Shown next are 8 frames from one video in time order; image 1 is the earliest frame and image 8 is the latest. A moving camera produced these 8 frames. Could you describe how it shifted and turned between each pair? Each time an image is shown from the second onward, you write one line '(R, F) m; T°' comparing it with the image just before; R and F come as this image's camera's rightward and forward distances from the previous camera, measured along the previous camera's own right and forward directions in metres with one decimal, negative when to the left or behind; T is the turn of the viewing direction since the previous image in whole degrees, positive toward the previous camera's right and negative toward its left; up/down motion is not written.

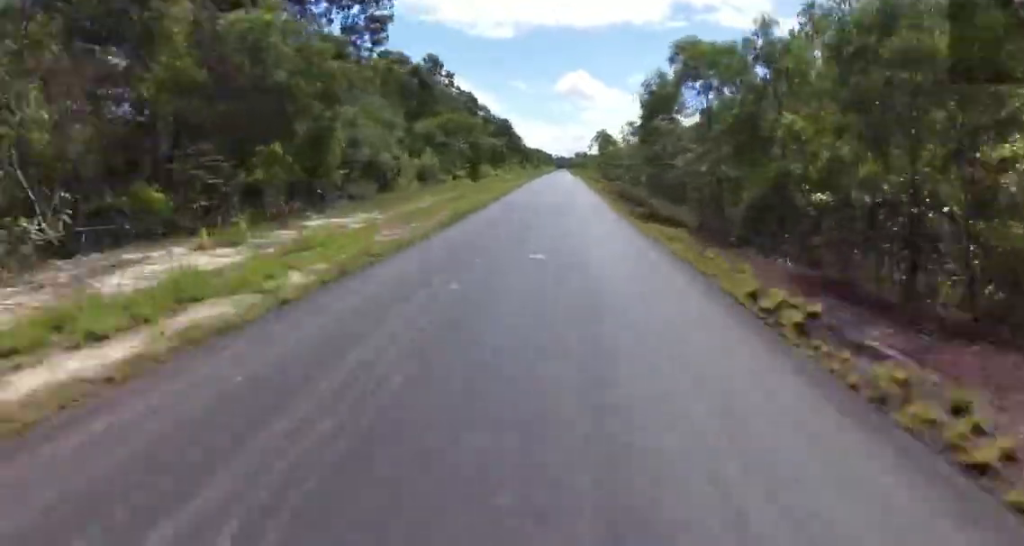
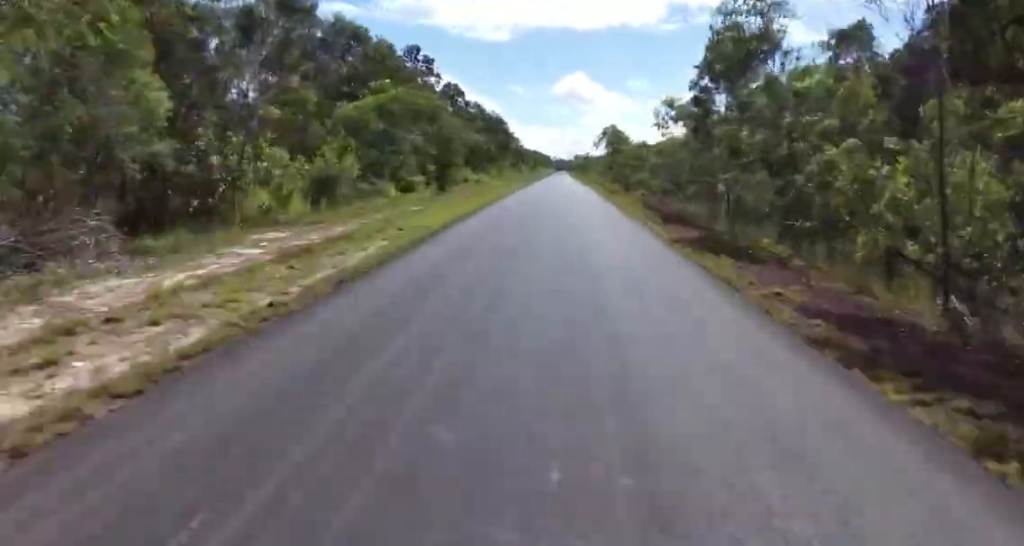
(0.0, +17.0) m; -1°
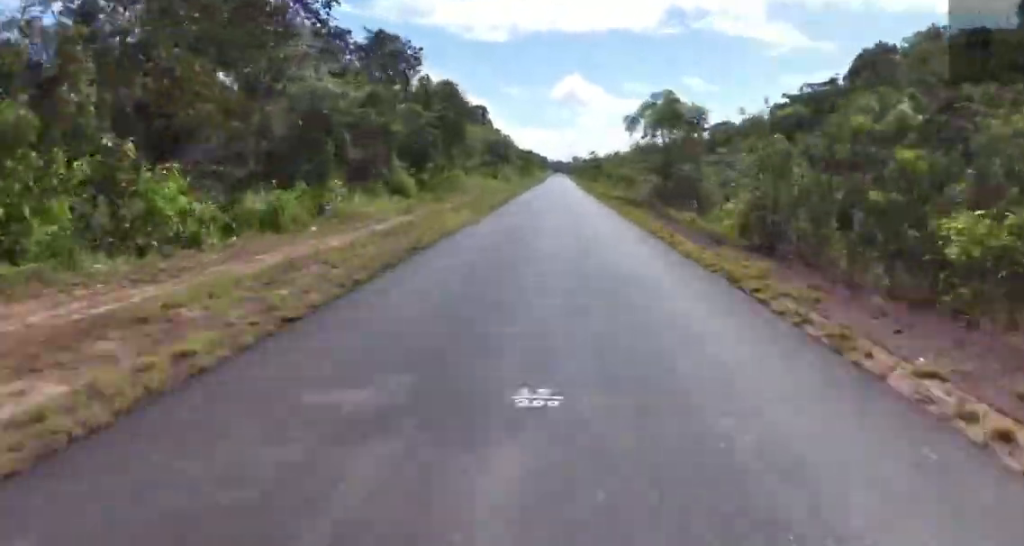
(-0.6, +42.3) m; -1°
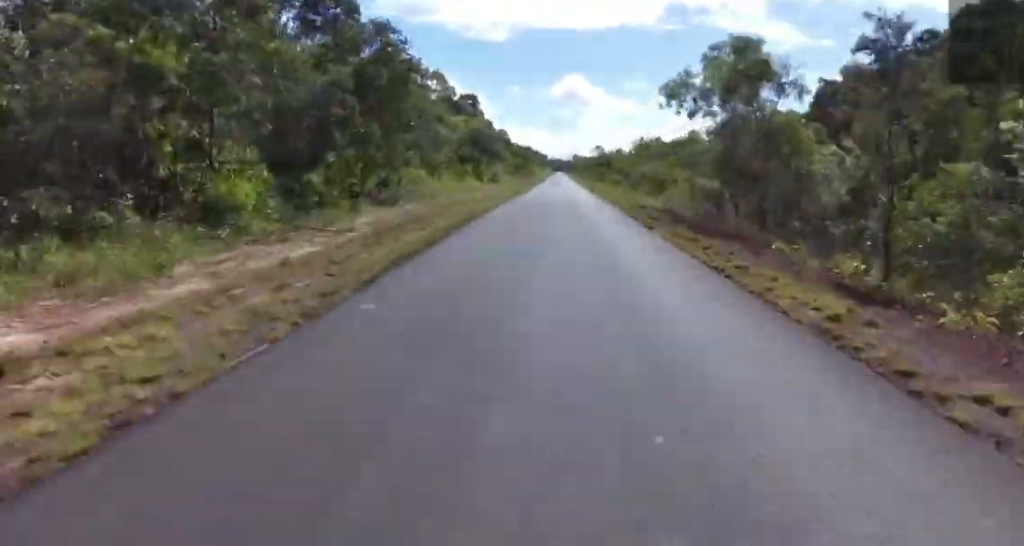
(+0.2, +16.6) m; -1°
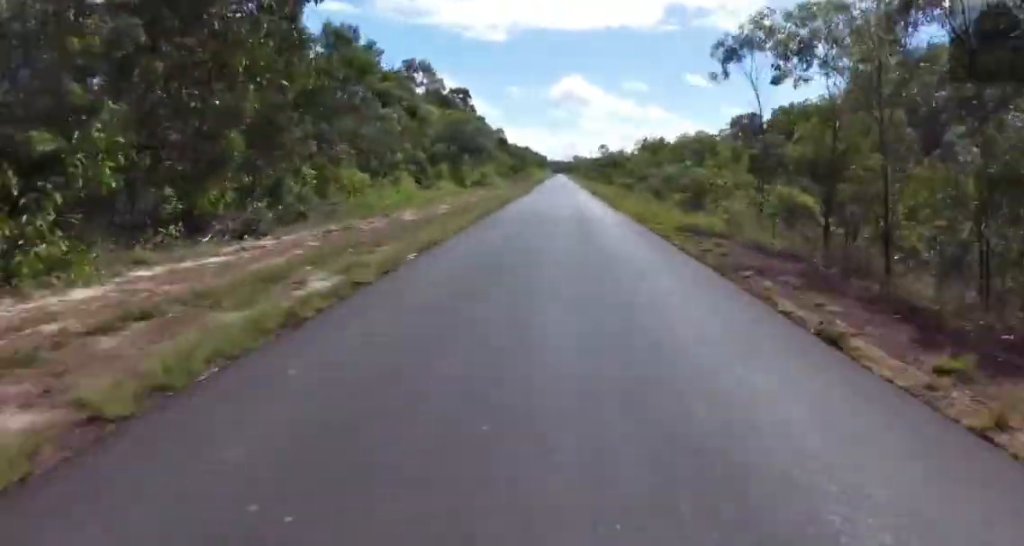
(-0.2, +12.1) m; -1°
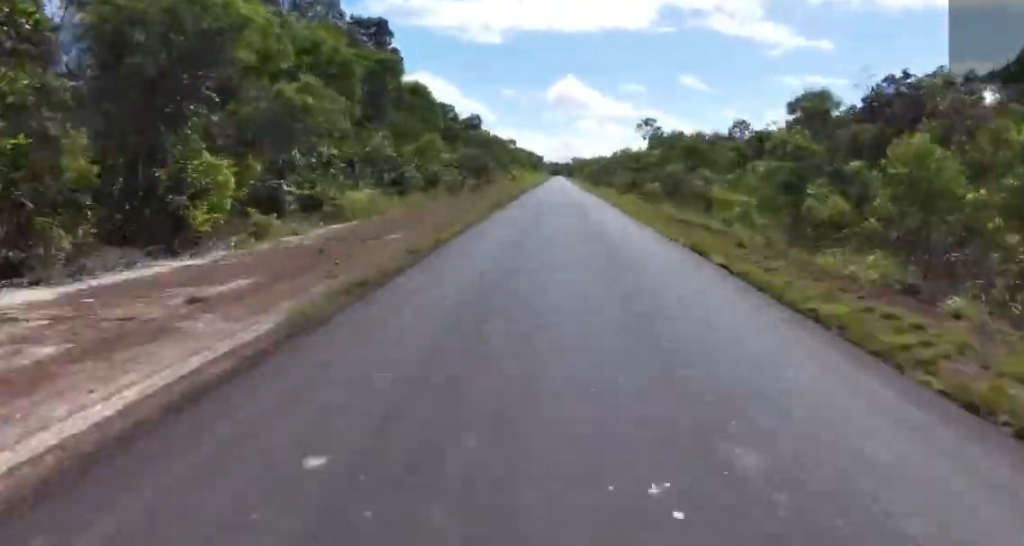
(-0.6, +51.5) m; +1°
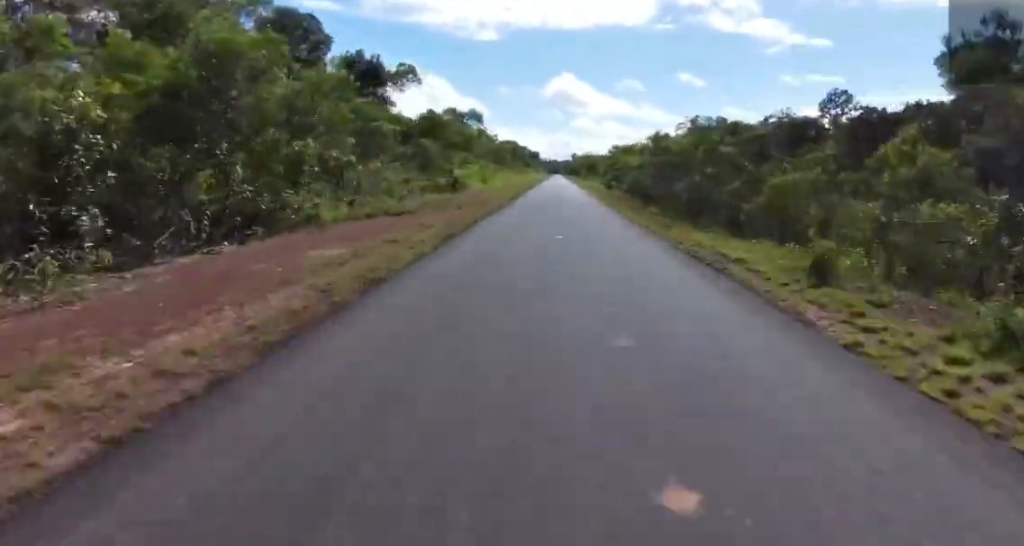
(+1.6, +61.2) m; +2°
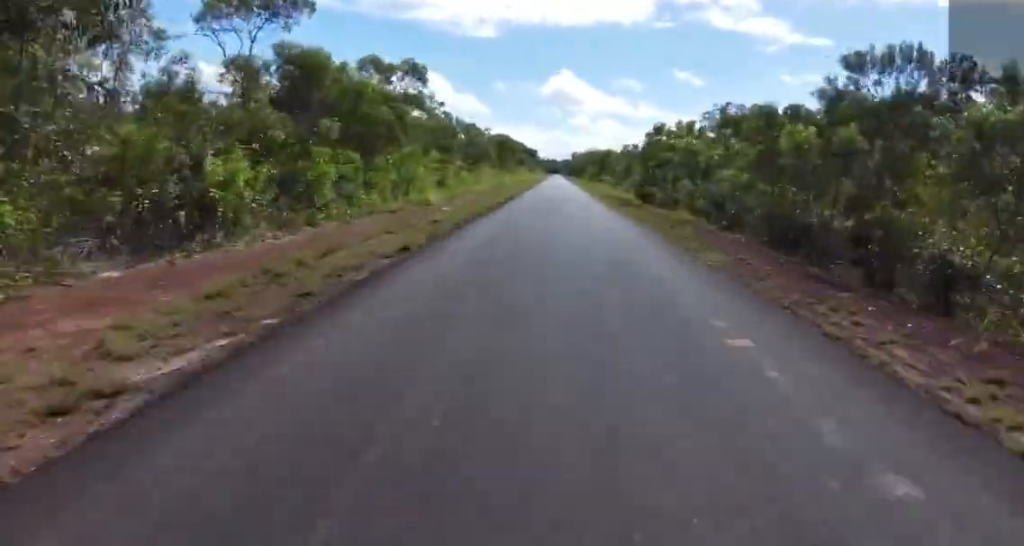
(+0.4, +33.1) m; +2°
